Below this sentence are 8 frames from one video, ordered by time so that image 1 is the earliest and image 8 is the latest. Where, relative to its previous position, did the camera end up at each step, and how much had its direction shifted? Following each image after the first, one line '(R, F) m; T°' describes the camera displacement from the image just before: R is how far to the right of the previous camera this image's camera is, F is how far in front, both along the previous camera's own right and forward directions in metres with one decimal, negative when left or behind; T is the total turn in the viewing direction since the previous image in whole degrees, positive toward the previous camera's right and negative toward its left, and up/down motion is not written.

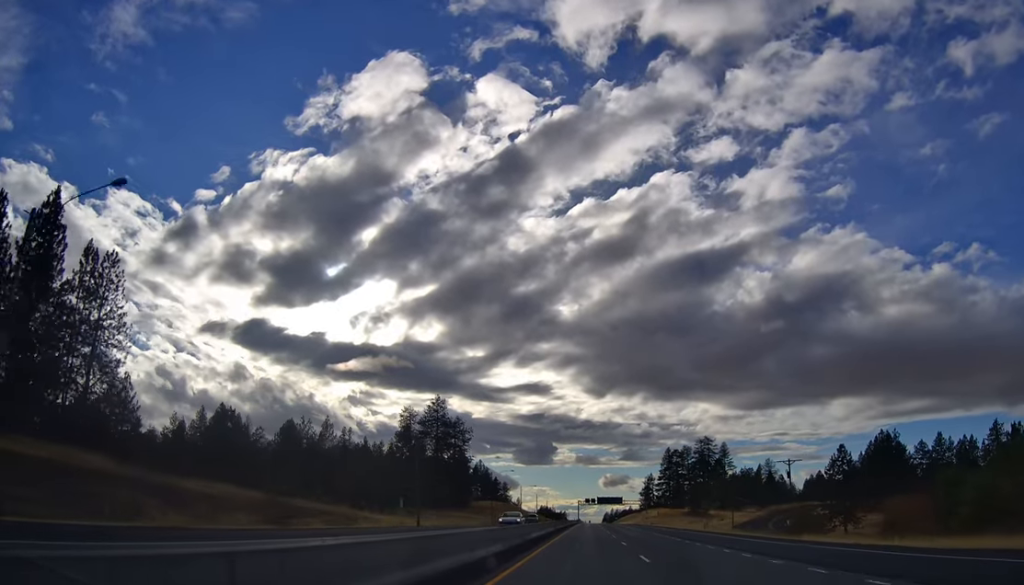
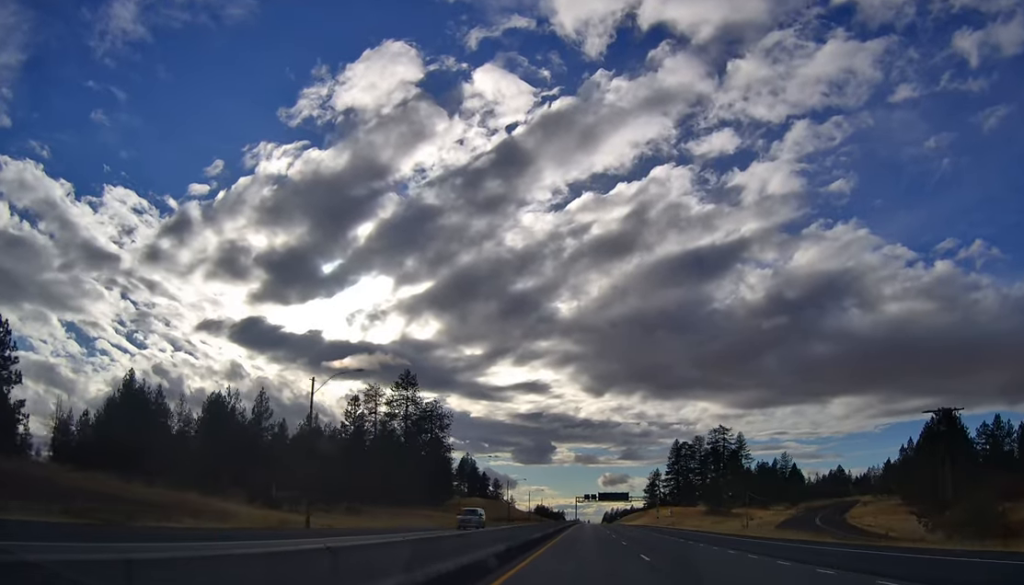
(+0.1, +36.2) m; 0°
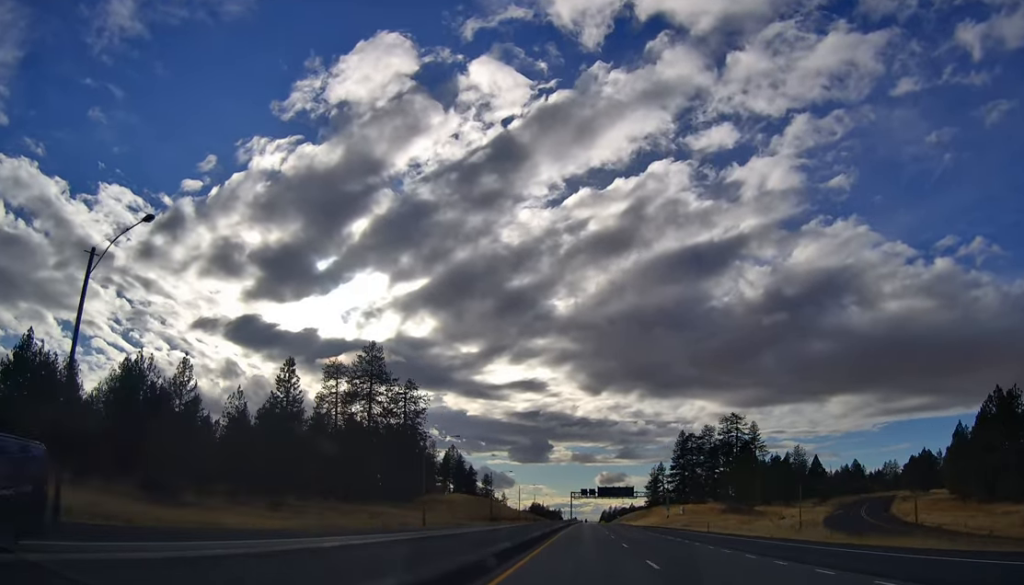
(0.0, +28.2) m; -1°
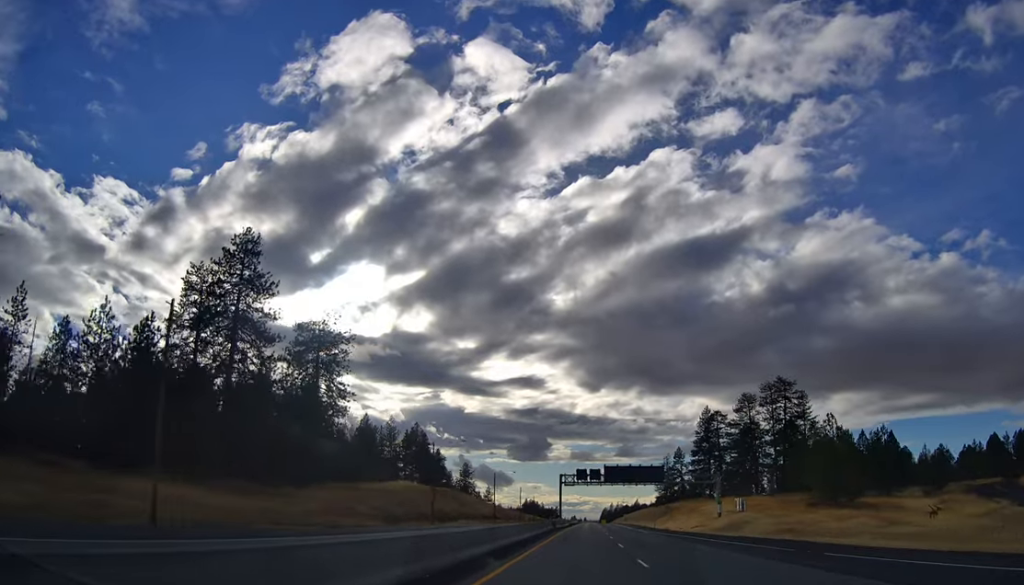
(+0.8, +60.7) m; +1°
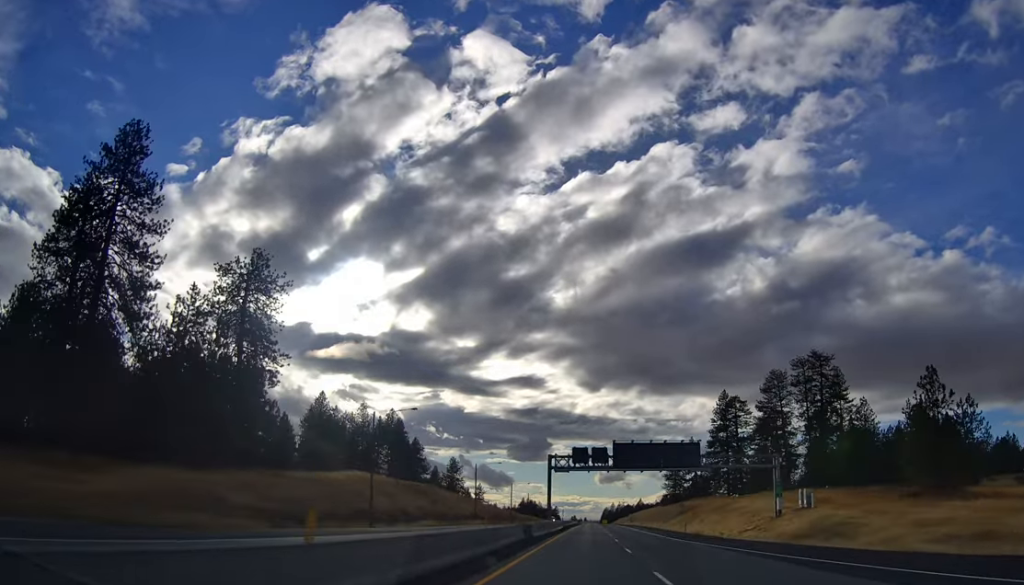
(-0.5, +29.3) m; -1°
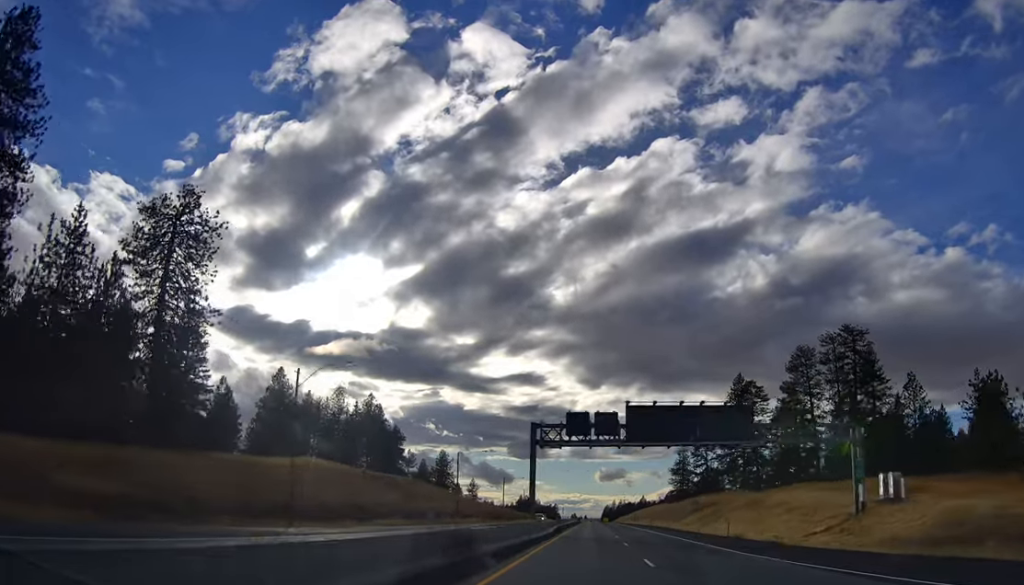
(-0.2, +20.4) m; 0°
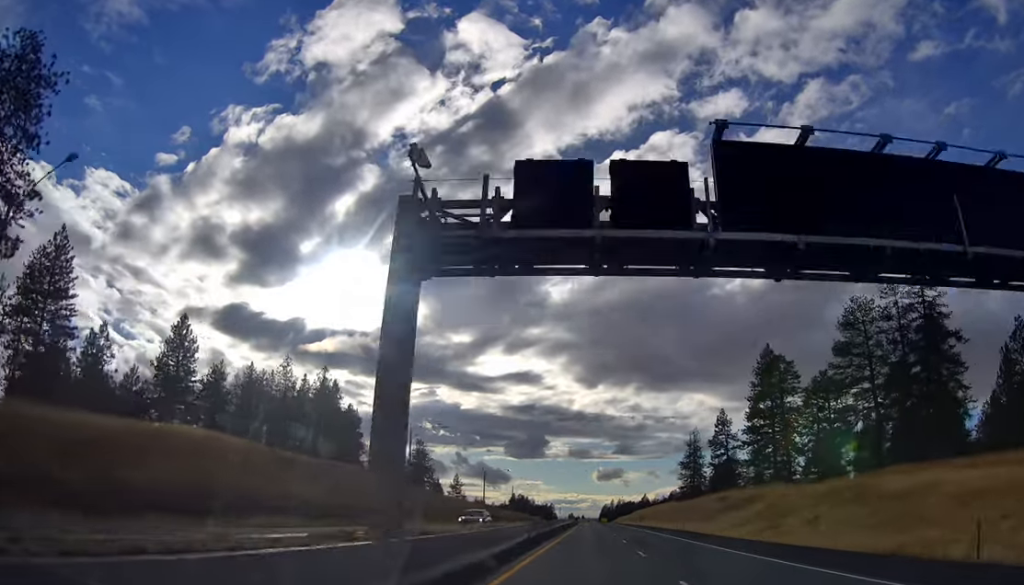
(+0.5, +31.7) m; +1°
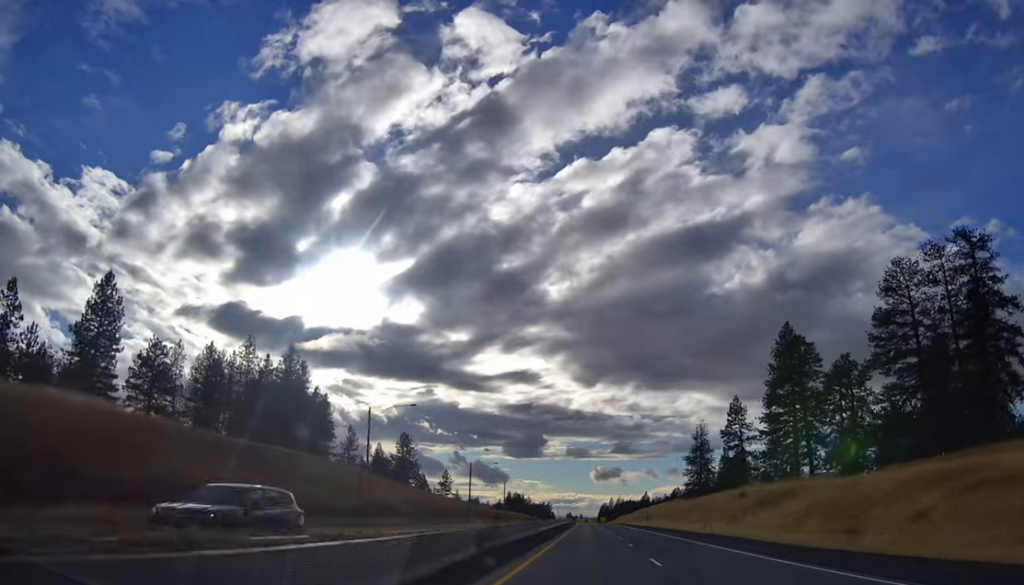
(+0.3, +16.9) m; 0°
